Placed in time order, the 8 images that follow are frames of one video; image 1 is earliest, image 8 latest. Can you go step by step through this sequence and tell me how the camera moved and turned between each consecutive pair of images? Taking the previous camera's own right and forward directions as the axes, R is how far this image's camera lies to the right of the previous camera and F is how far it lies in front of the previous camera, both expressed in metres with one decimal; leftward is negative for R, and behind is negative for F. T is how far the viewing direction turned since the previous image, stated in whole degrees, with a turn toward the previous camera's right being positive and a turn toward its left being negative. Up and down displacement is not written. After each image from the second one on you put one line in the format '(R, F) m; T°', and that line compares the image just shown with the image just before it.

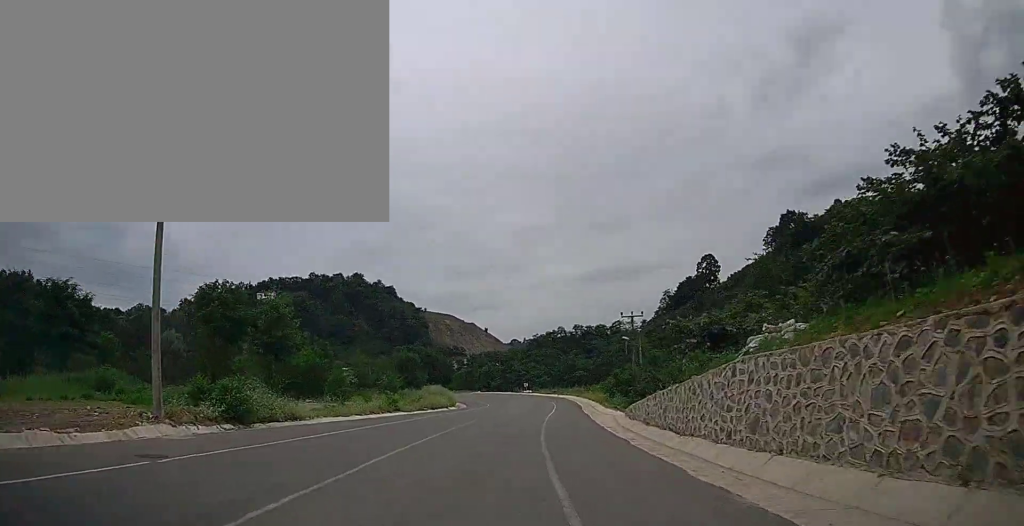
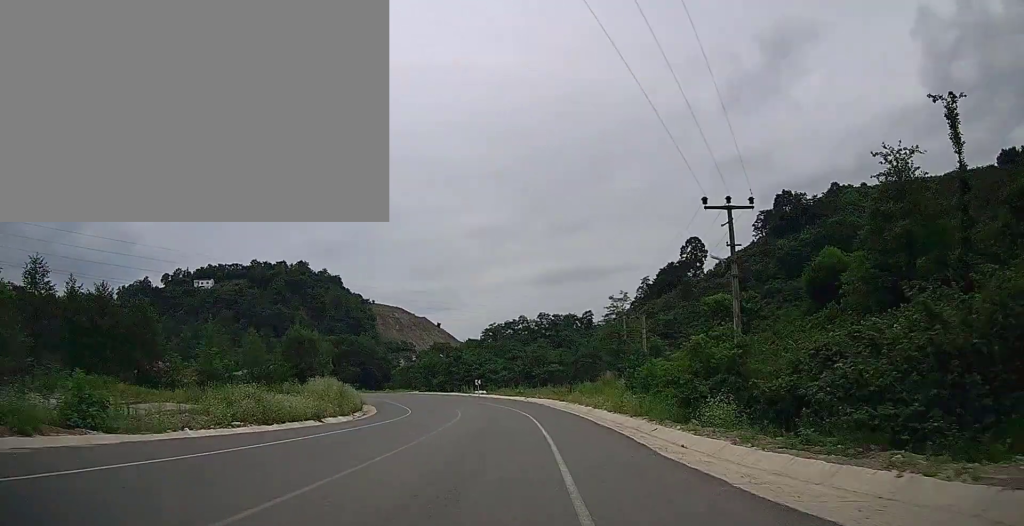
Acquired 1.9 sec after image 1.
(+1.3, +31.0) m; +4°
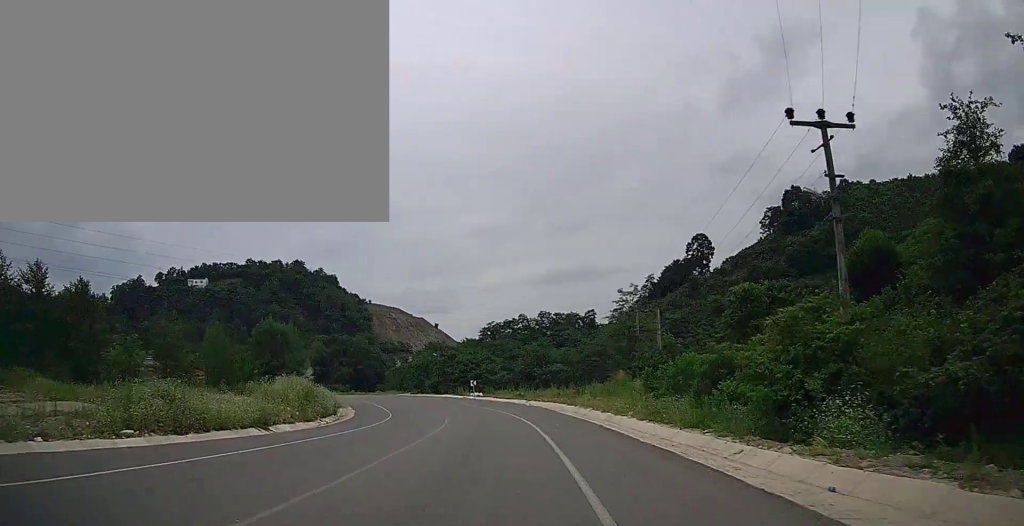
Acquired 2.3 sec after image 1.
(+0.1, +7.2) m; 0°
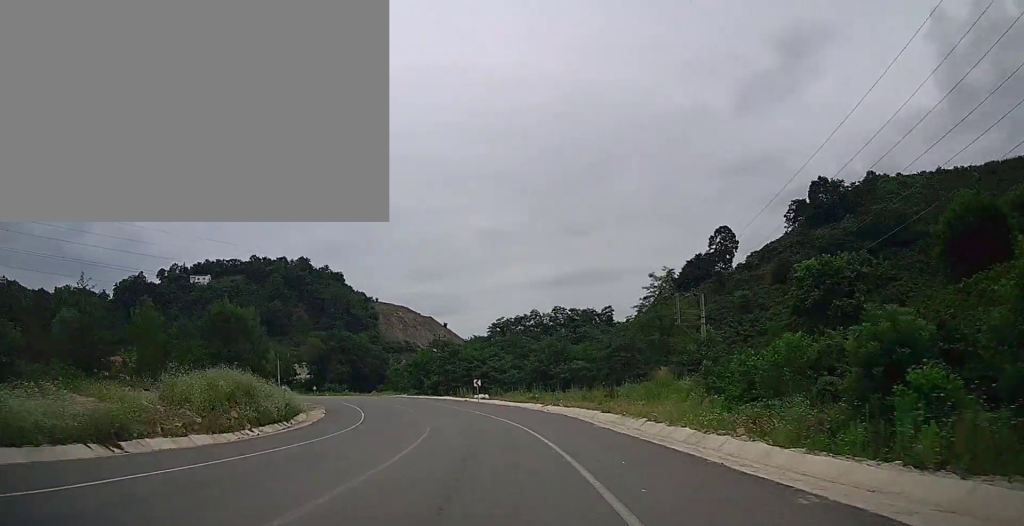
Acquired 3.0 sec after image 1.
(0.0, +10.6) m; -1°
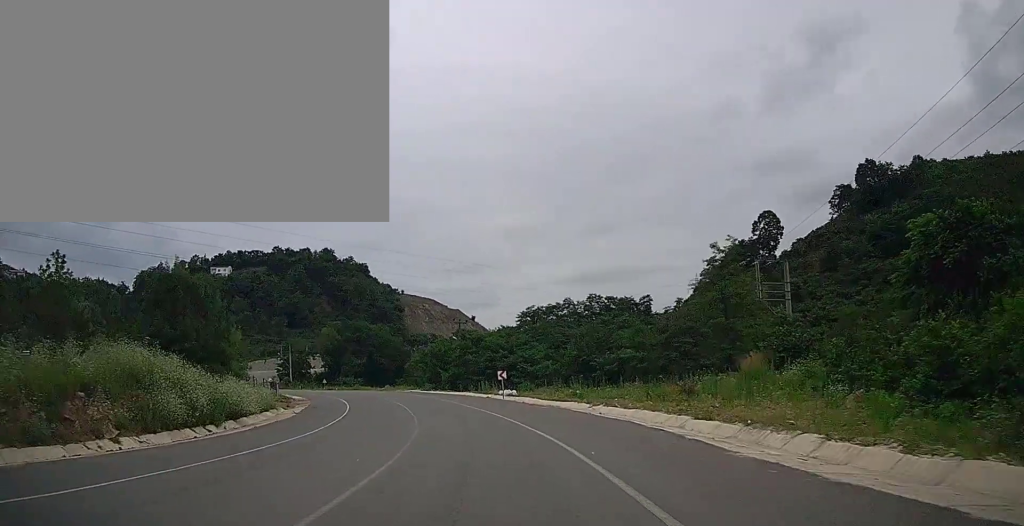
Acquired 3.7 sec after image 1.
(0.0, +11.8) m; -2°
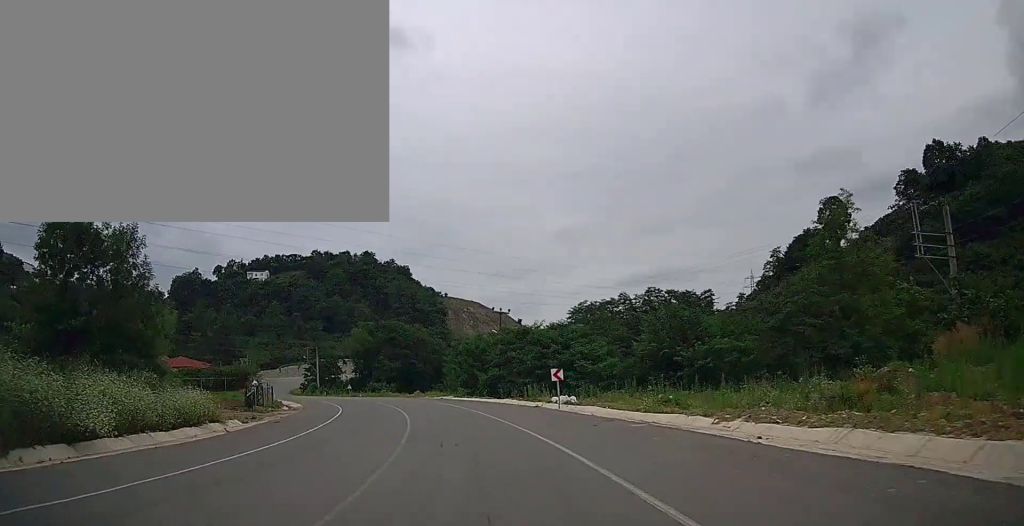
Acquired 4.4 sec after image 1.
(-0.5, +12.8) m; -4°
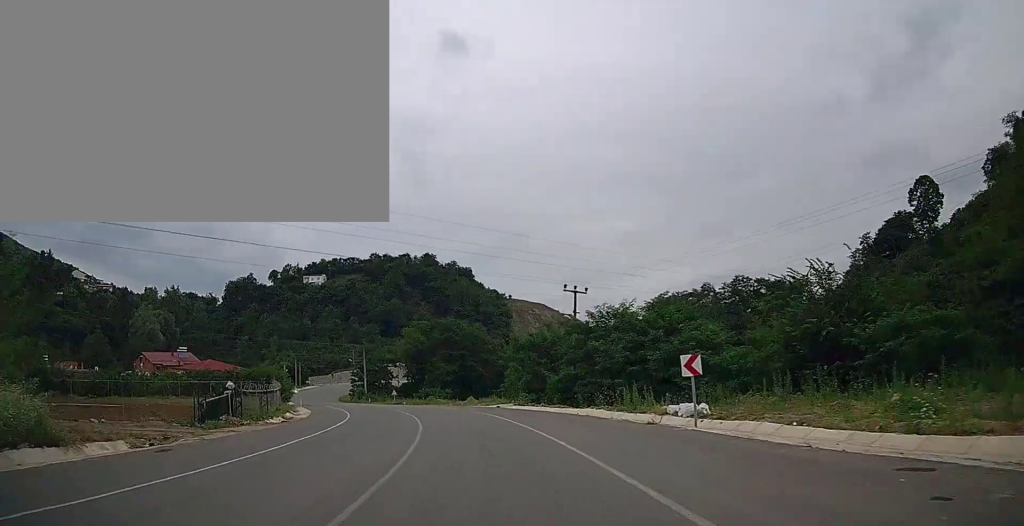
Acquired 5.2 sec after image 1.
(-0.5, +13.2) m; -5°
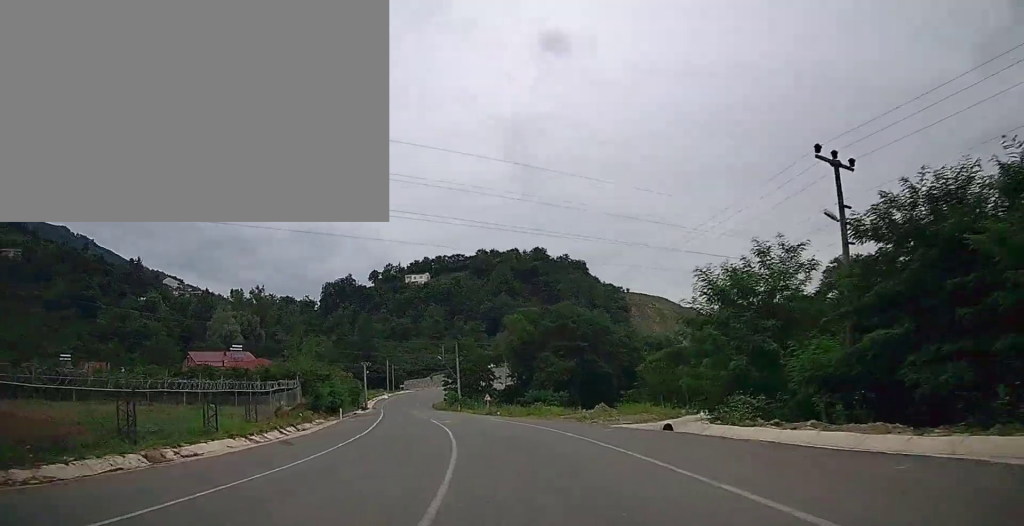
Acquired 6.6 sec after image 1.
(-1.8, +21.9) m; -10°
